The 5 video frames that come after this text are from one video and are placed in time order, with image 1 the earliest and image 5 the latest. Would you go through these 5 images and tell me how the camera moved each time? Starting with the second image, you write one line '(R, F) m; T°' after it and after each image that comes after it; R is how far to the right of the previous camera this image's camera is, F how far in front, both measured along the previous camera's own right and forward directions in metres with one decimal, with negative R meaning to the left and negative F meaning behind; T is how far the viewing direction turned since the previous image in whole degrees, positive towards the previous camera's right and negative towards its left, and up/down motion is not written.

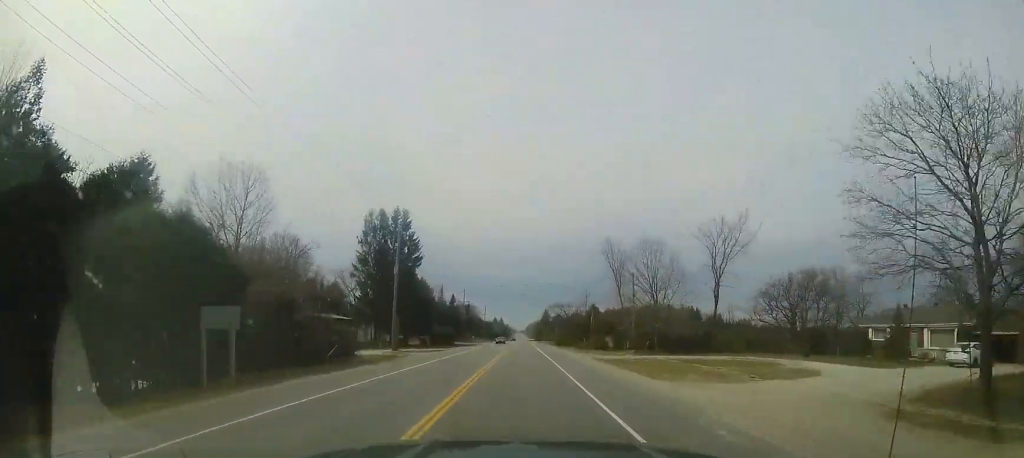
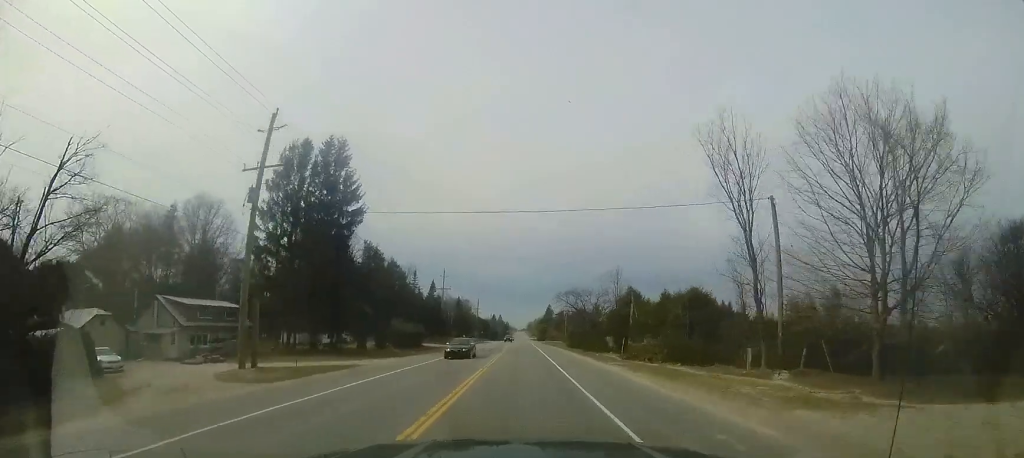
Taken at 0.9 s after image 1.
(0.0, +25.1) m; 0°
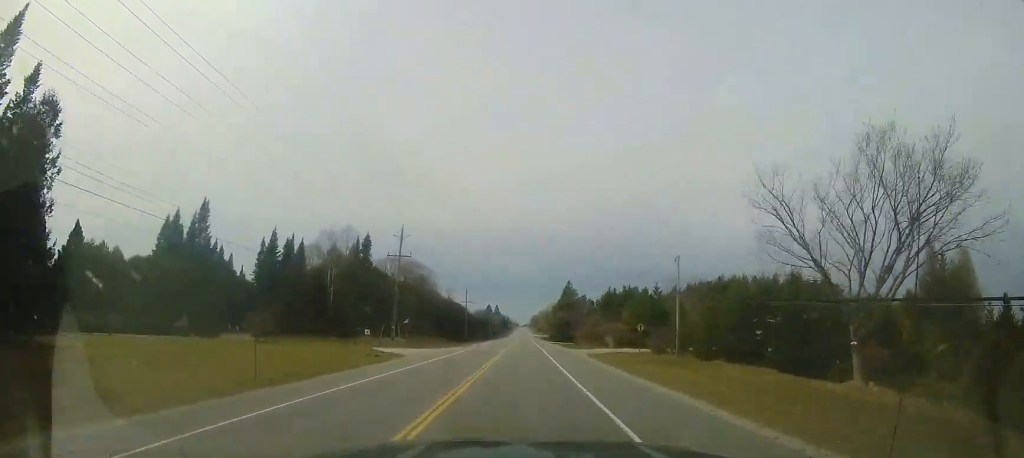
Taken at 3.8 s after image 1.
(-1.0, +80.8) m; -1°
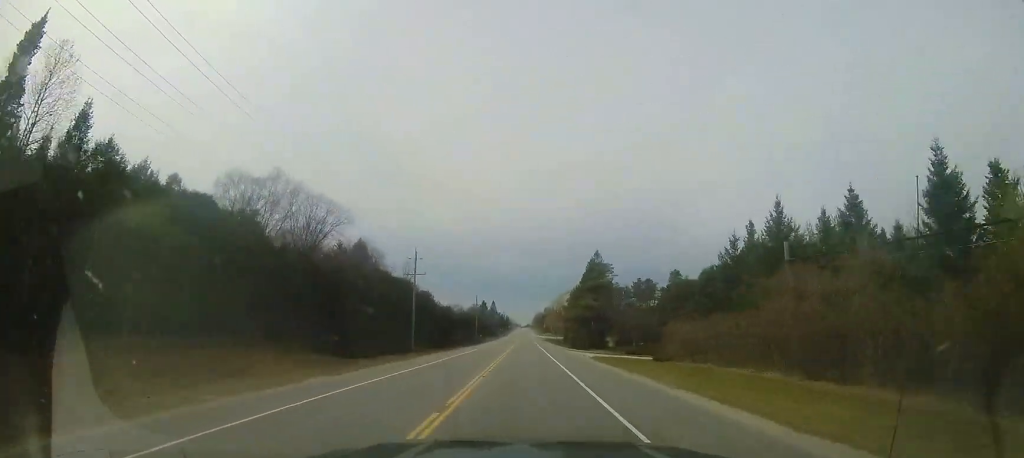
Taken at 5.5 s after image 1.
(+0.5, +46.9) m; -1°
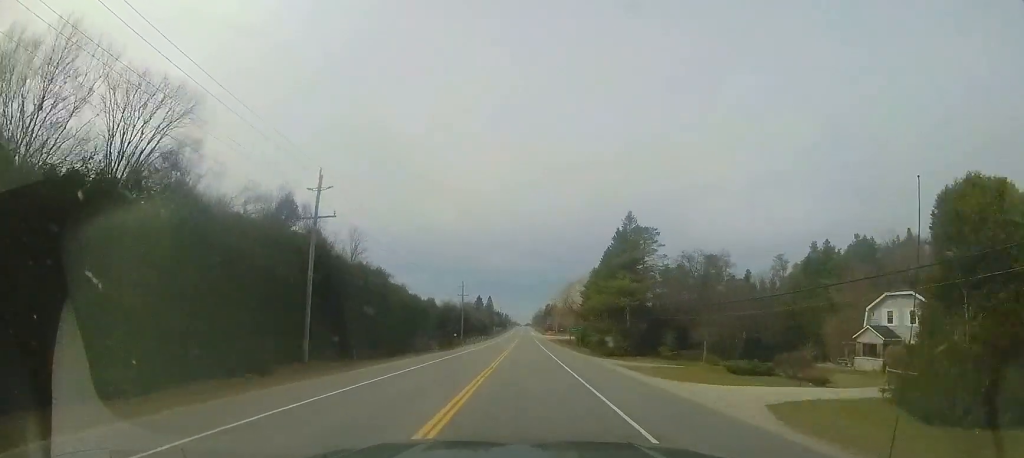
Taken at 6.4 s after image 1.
(-0.4, +25.4) m; 0°
